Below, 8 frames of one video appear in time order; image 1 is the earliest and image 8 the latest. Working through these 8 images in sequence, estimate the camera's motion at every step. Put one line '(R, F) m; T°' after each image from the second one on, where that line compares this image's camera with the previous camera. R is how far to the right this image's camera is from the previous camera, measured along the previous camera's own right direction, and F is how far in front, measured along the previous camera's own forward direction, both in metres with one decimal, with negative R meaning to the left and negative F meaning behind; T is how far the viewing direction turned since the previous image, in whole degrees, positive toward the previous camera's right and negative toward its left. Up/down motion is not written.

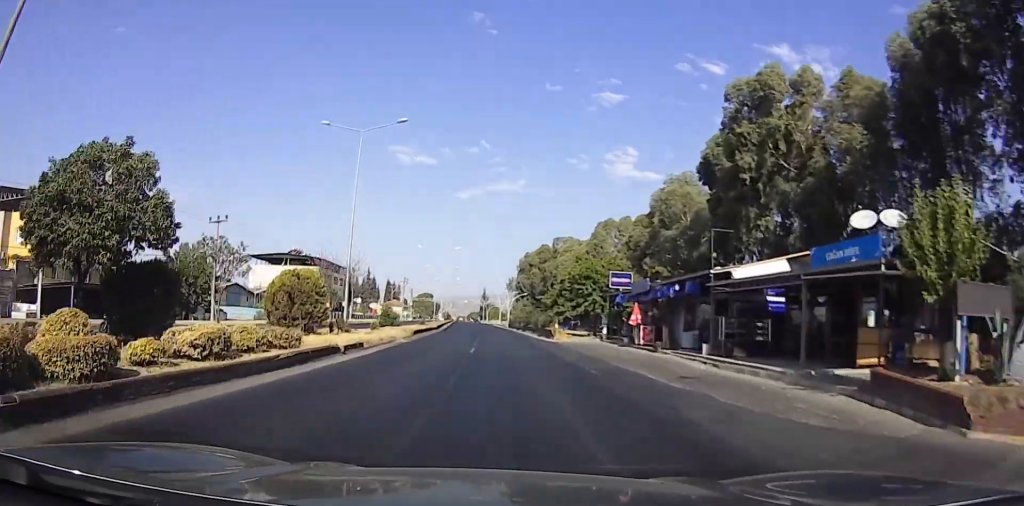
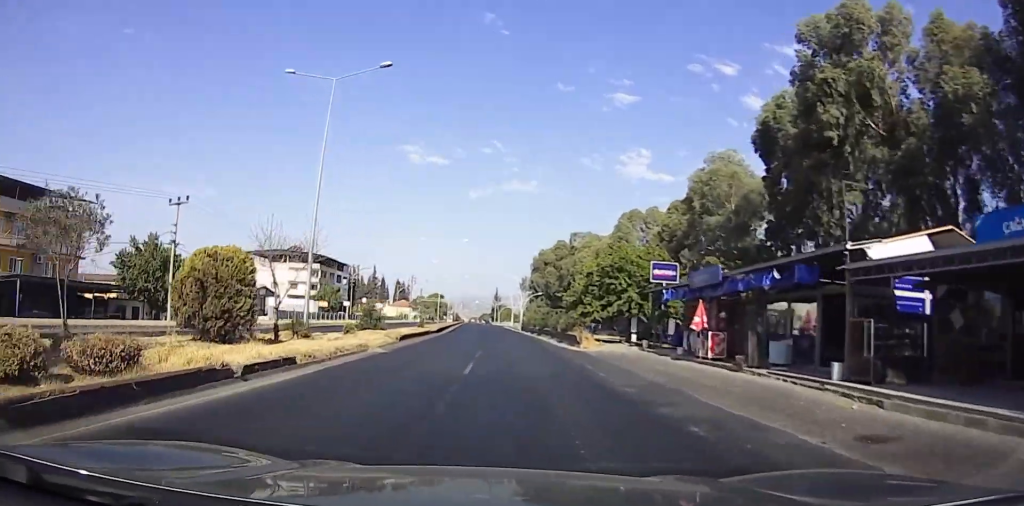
(+0.1, +7.9) m; 0°
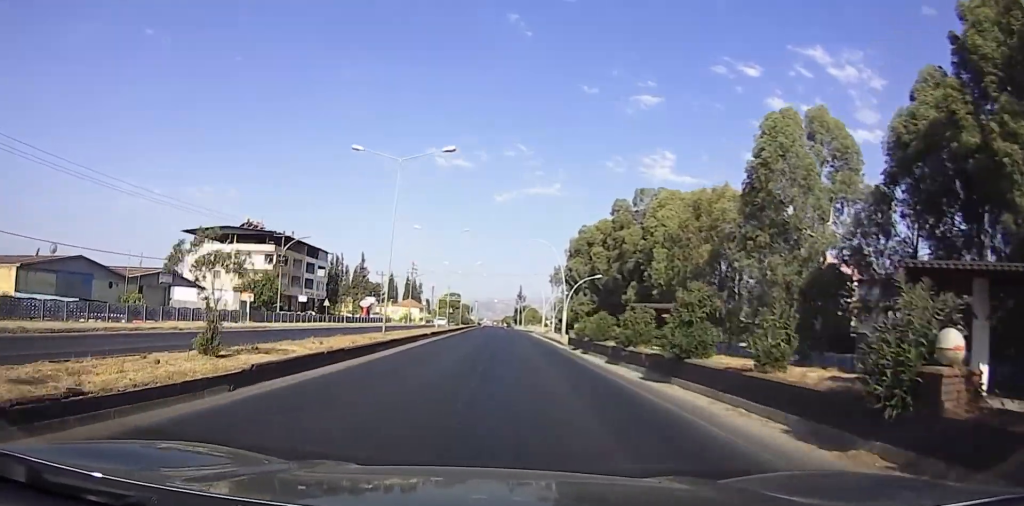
(-2.5, +33.8) m; -7°
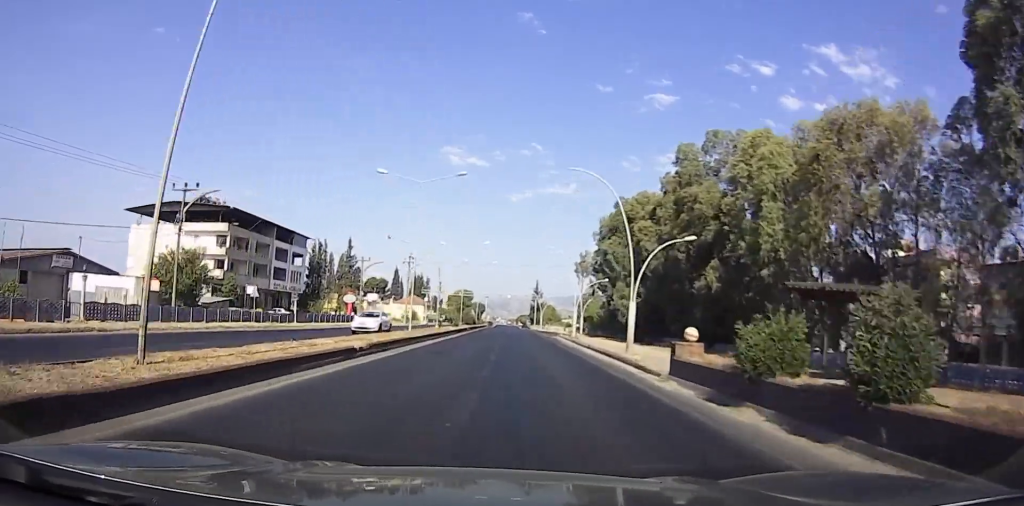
(0.0, +19.0) m; 0°
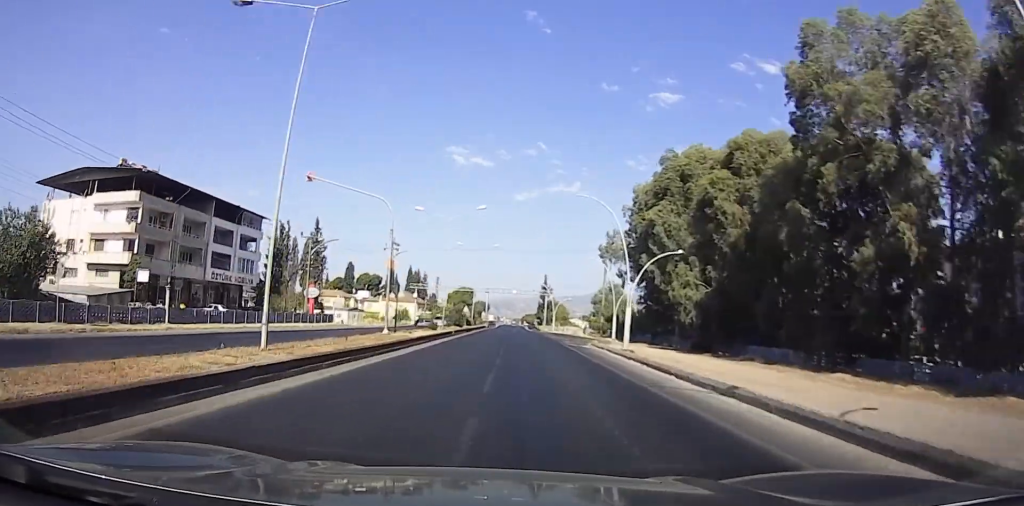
(0.0, +18.9) m; 0°
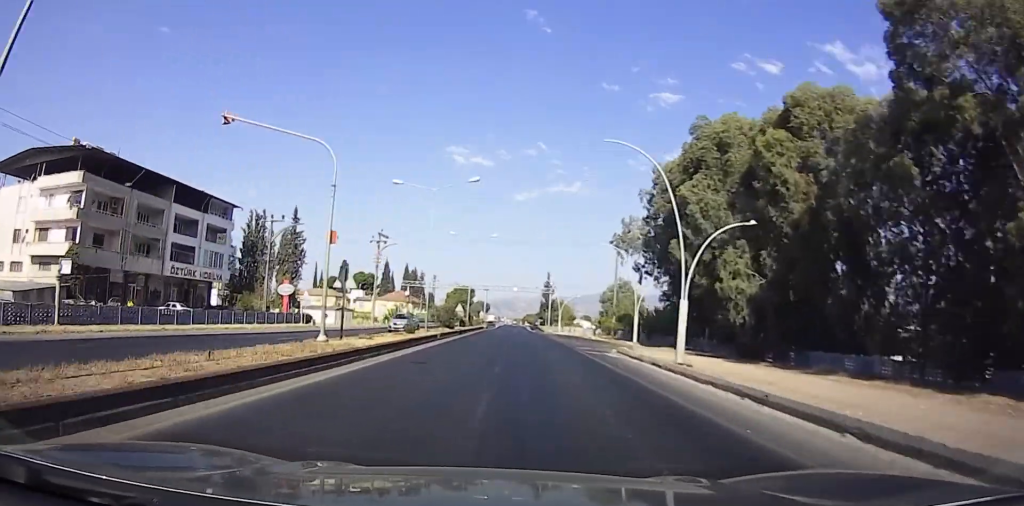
(0.0, +8.2) m; 0°
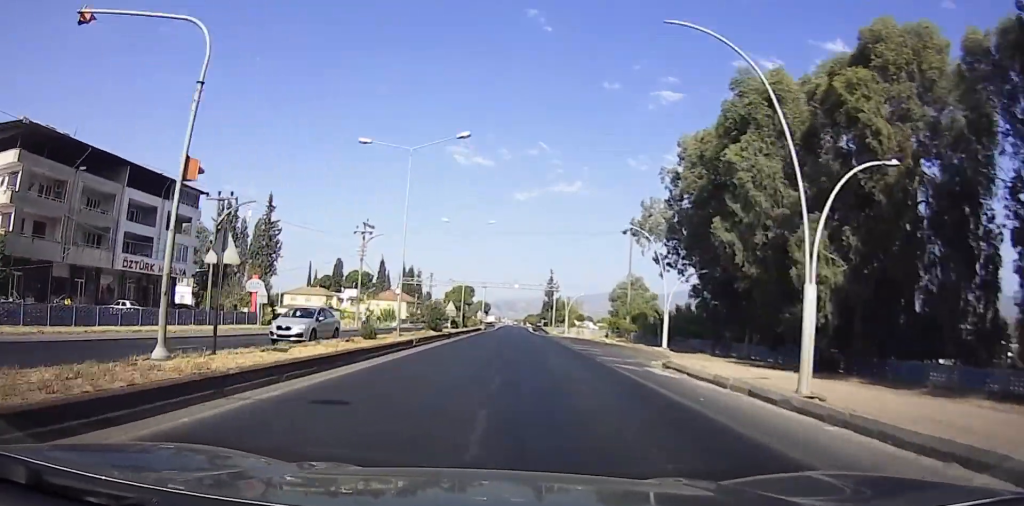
(0.0, +8.1) m; 0°
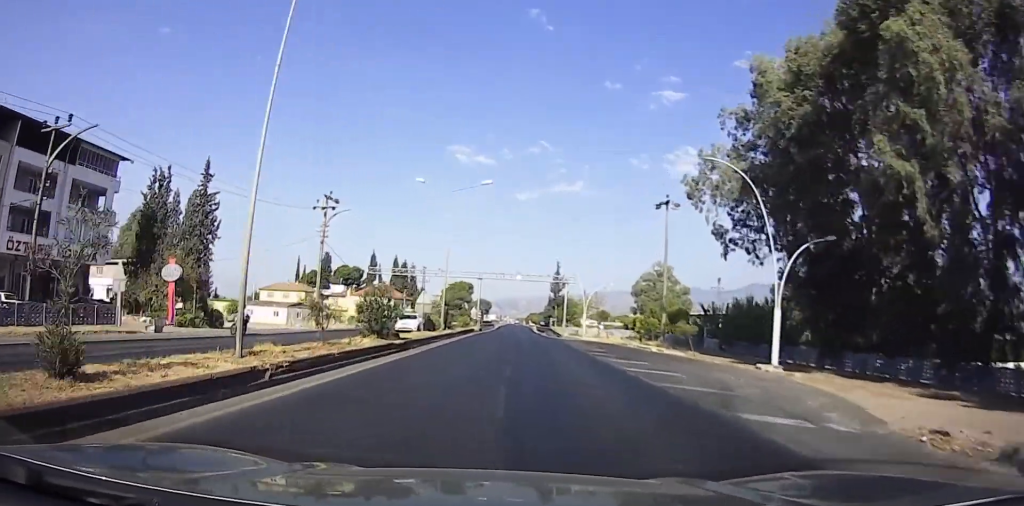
(0.0, +14.4) m; 0°
